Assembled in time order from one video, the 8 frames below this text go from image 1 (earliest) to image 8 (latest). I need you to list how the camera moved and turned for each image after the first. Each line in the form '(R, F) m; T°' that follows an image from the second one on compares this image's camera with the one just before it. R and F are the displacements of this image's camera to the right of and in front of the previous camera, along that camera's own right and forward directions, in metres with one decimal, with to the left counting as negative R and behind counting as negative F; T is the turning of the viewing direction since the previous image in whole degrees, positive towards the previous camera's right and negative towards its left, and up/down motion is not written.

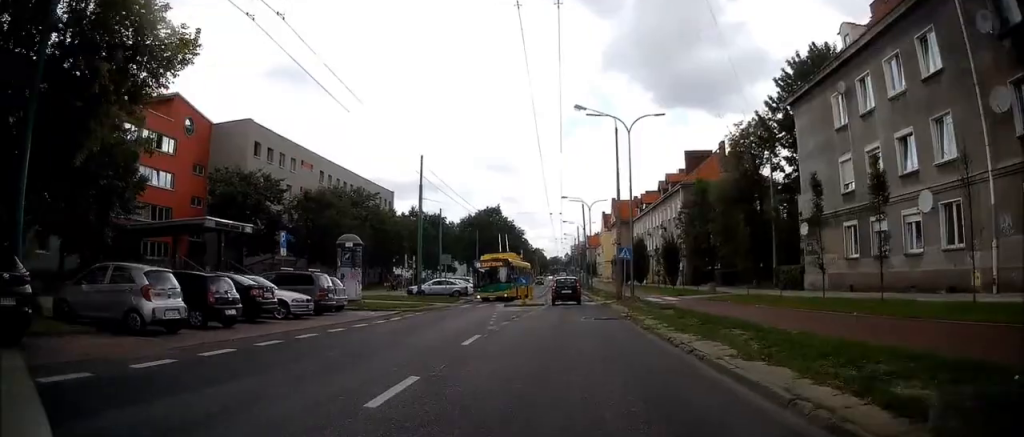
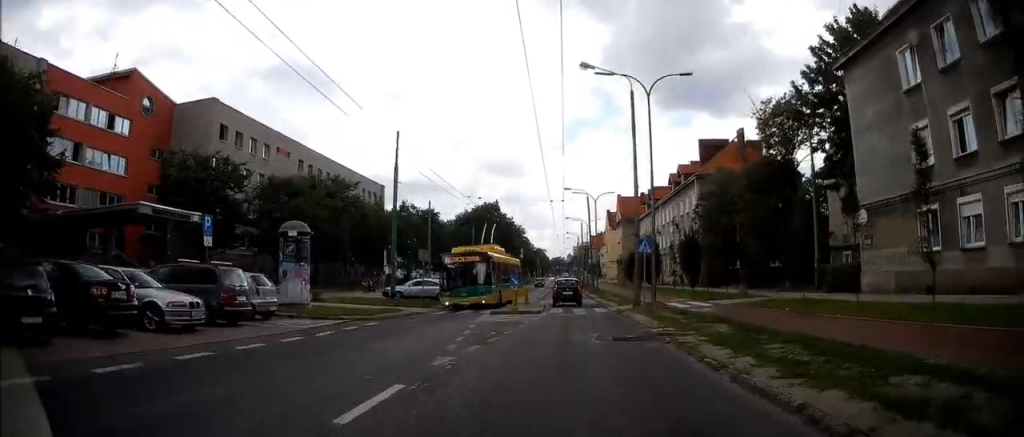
(0.0, +7.1) m; 0°
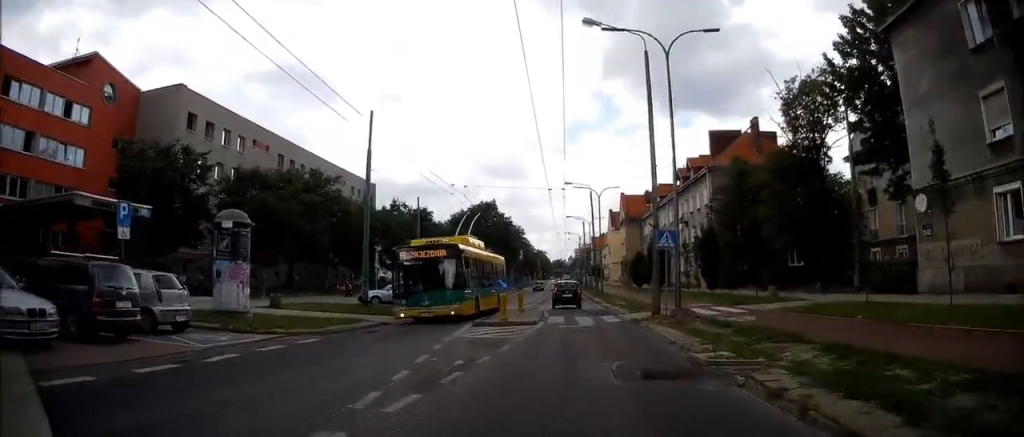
(0.0, +4.5) m; 0°
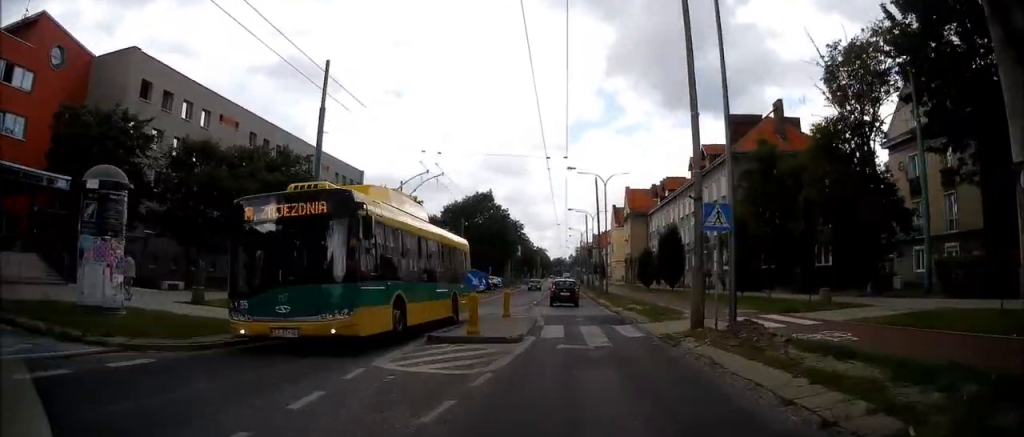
(0.0, +5.6) m; 0°
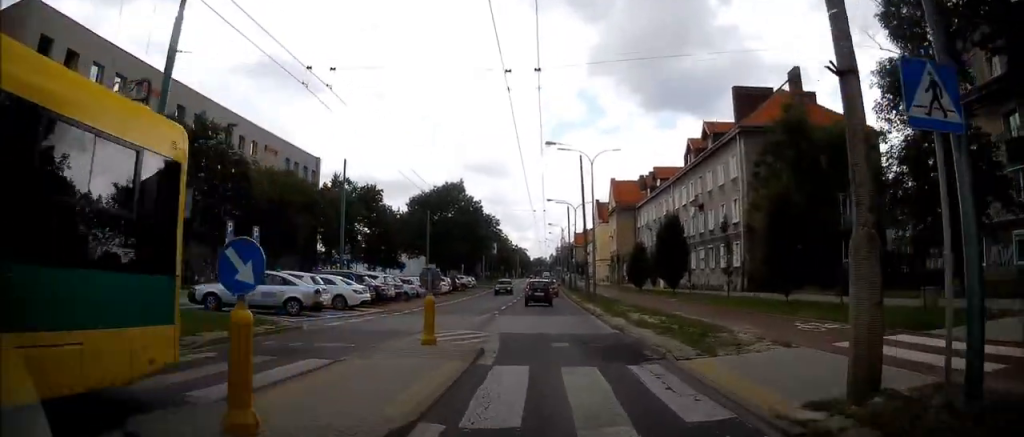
(0.0, +7.7) m; +1°
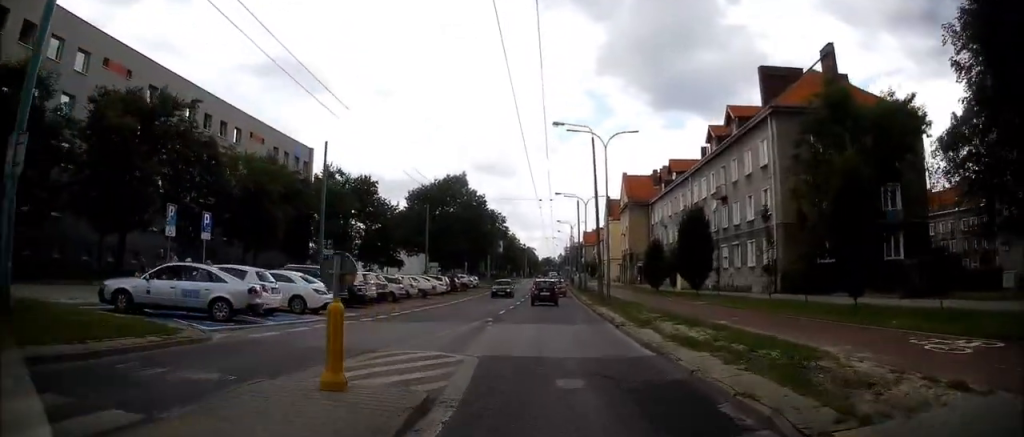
(0.0, +4.9) m; 0°
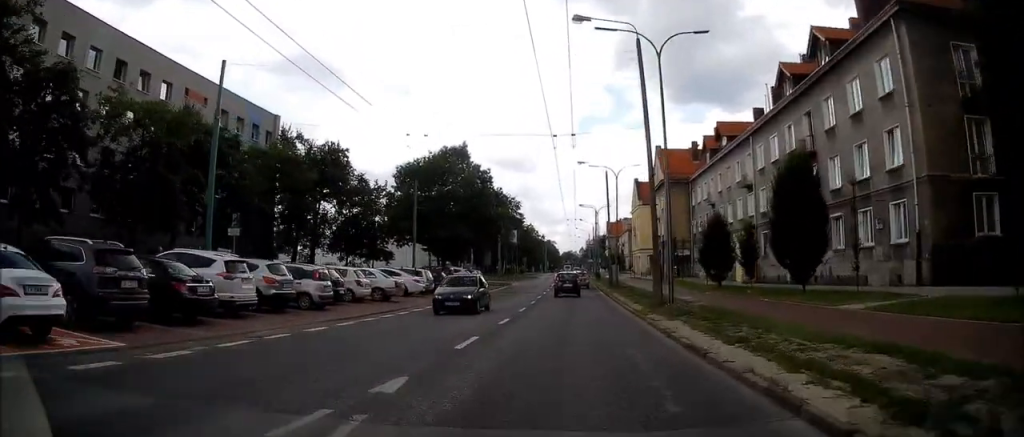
(+0.1, +15.9) m; 0°
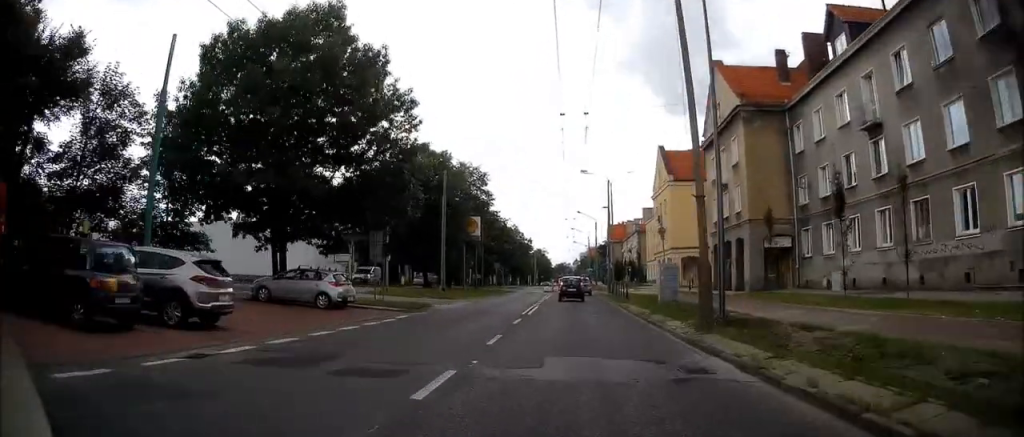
(-0.5, +38.8) m; 0°
